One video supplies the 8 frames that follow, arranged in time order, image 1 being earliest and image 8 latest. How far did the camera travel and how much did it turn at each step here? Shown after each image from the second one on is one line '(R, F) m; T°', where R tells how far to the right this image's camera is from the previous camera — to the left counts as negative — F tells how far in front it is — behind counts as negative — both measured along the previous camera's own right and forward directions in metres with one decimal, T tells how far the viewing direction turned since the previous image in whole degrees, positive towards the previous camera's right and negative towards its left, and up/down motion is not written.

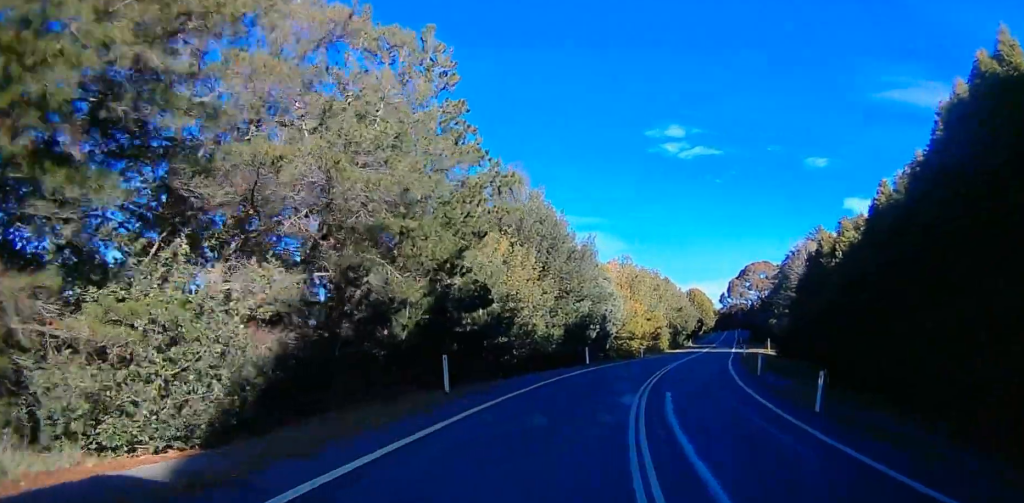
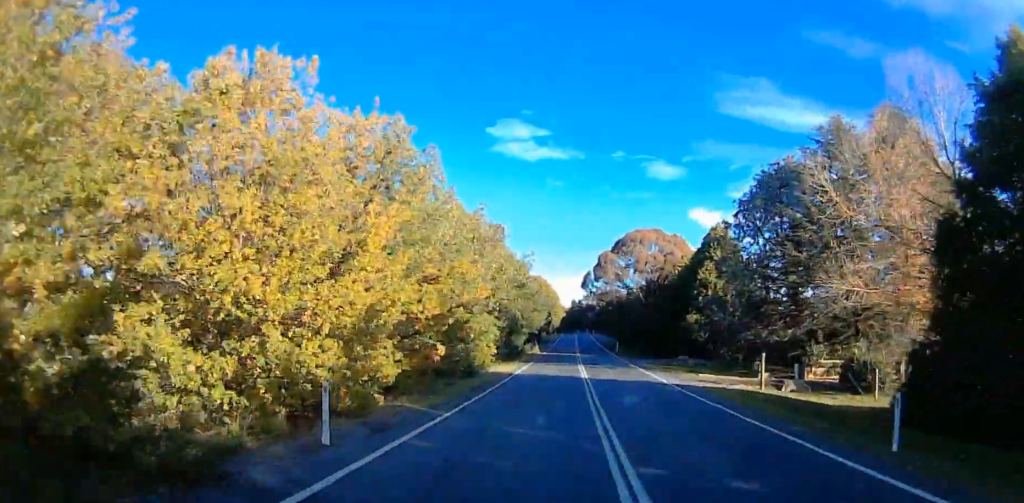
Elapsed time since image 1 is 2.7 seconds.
(-7.3, +49.1) m; -13°
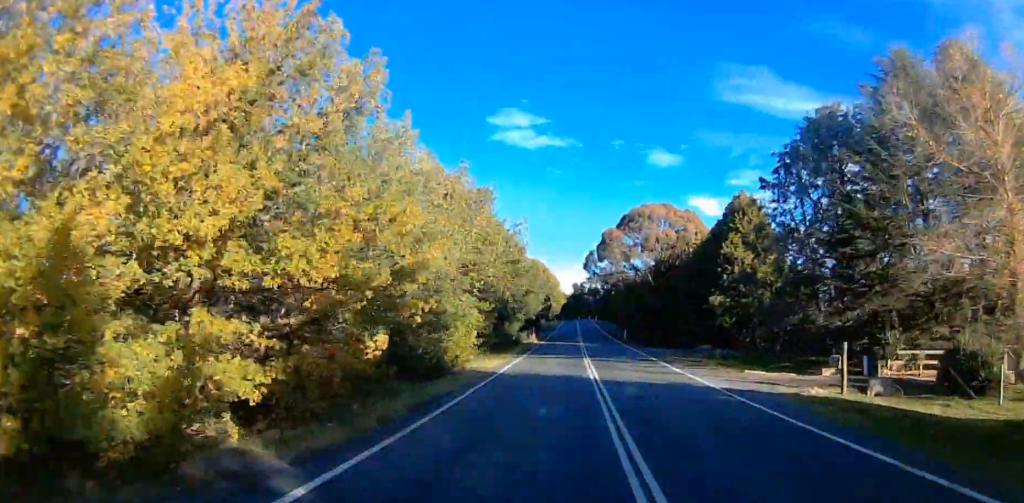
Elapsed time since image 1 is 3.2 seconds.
(0.0, +9.4) m; 0°
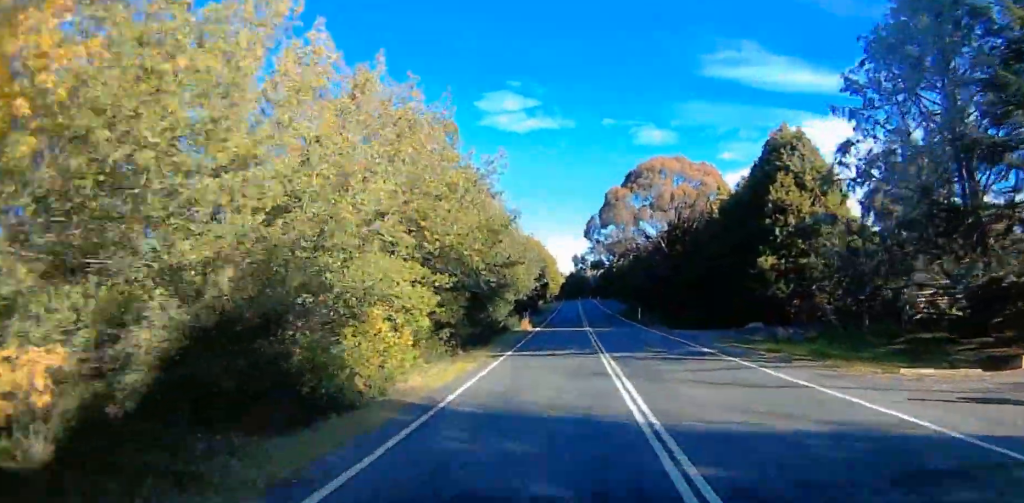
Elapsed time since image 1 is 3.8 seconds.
(0.0, +13.7) m; 0°
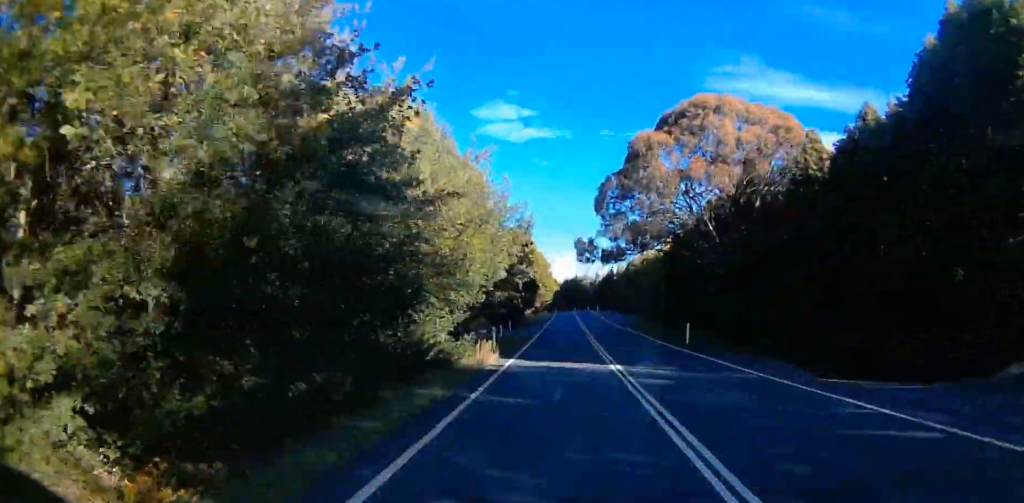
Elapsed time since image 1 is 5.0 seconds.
(0.0, +25.9) m; 0°
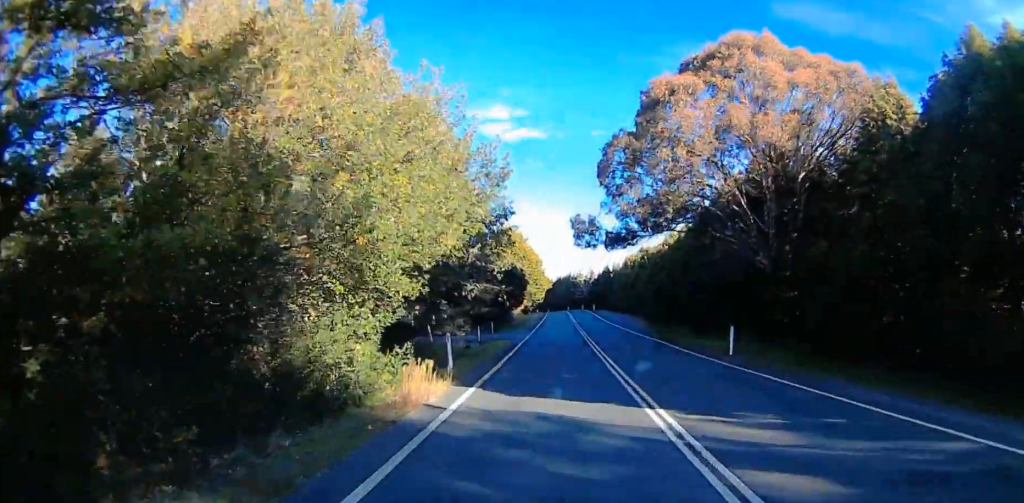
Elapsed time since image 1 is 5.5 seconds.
(0.0, +11.2) m; 0°
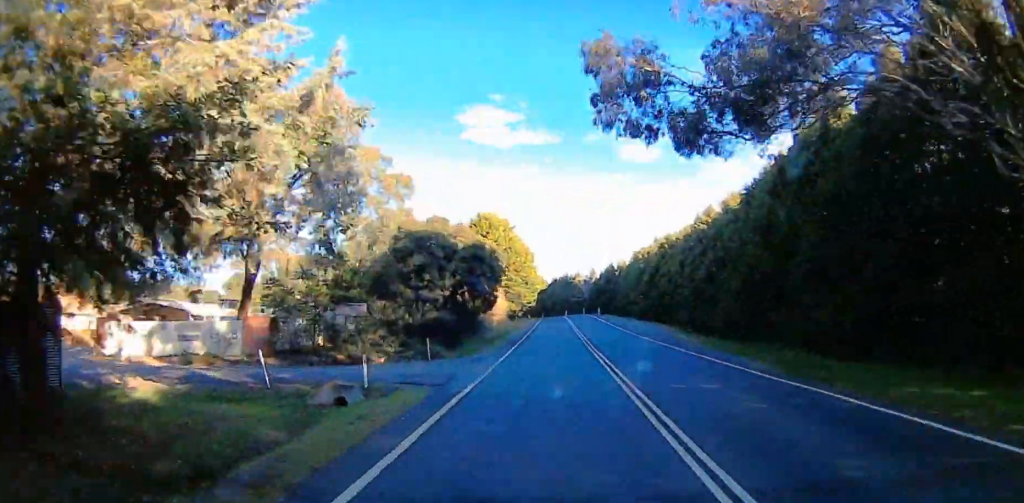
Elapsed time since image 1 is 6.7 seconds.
(-0.3, +26.4) m; -1°
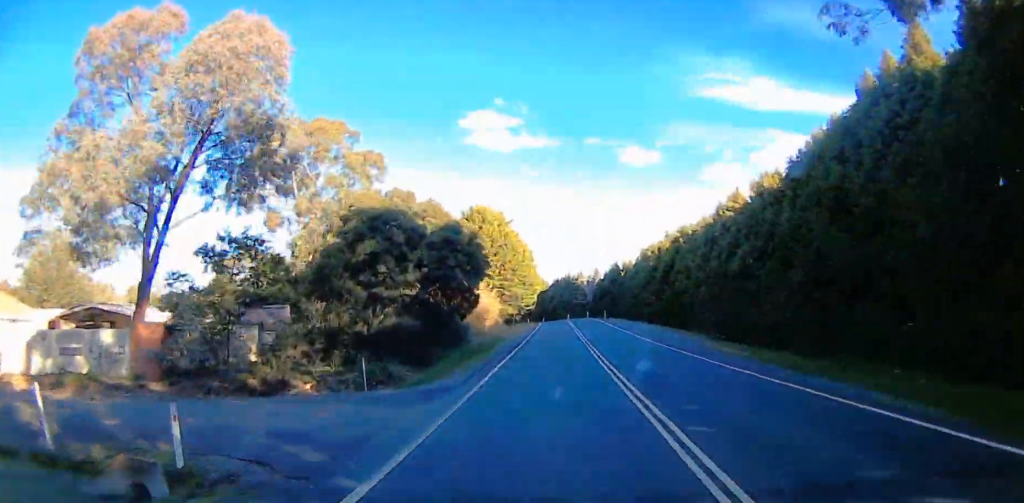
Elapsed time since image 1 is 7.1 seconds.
(0.0, +10.1) m; +1°
